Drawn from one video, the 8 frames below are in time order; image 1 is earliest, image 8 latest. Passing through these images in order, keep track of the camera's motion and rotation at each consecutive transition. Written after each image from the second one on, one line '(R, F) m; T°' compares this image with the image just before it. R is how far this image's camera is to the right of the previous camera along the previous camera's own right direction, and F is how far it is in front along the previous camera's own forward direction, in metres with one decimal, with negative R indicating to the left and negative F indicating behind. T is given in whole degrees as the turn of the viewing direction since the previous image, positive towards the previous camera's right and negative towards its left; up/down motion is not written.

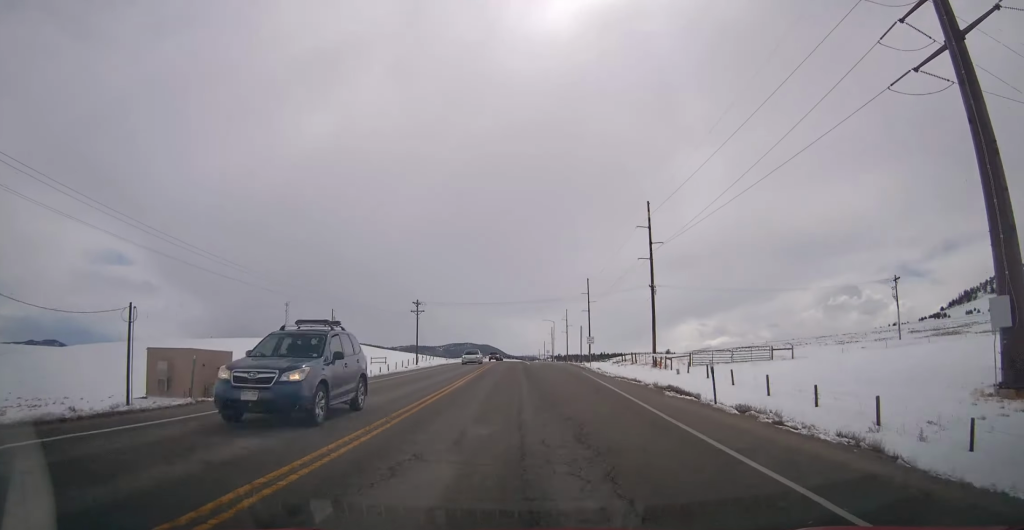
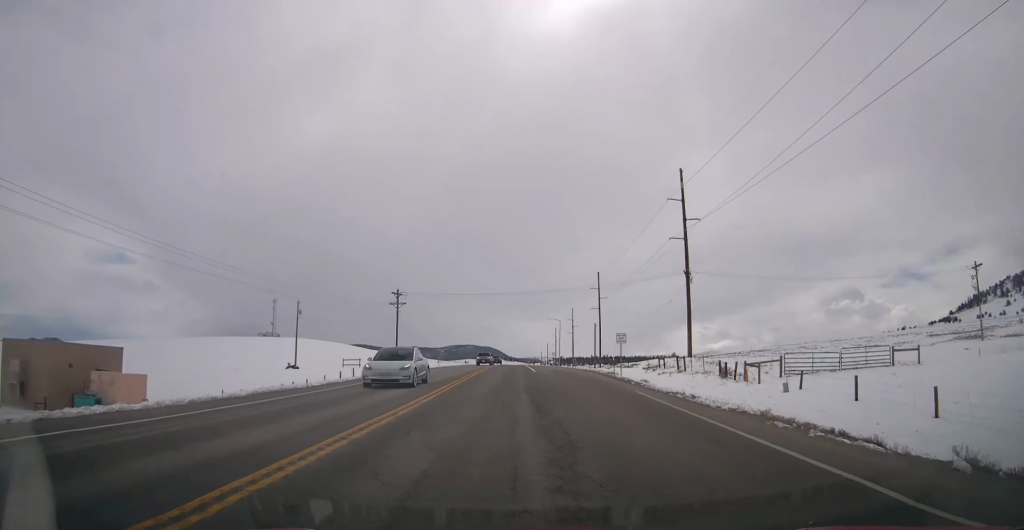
(+0.5, +17.6) m; -1°
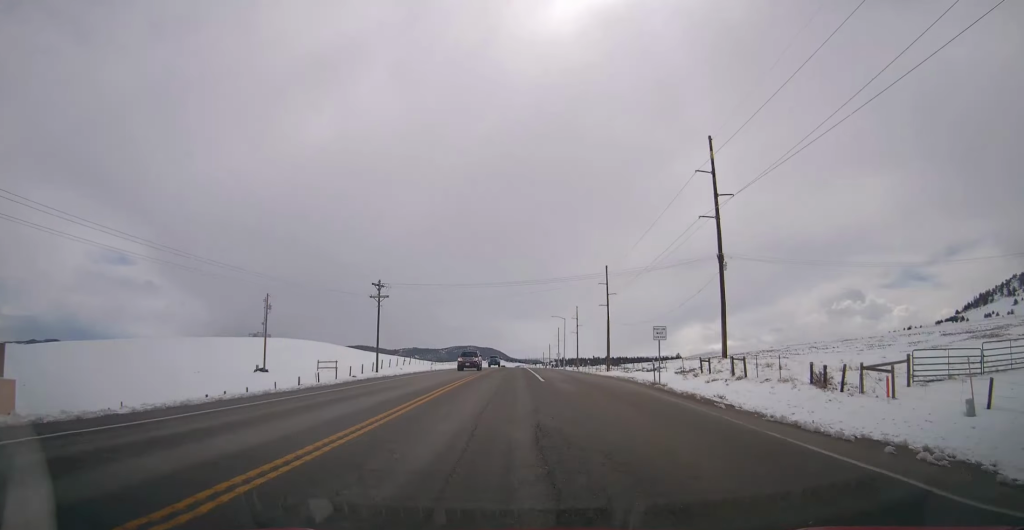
(-0.1, +12.5) m; 0°
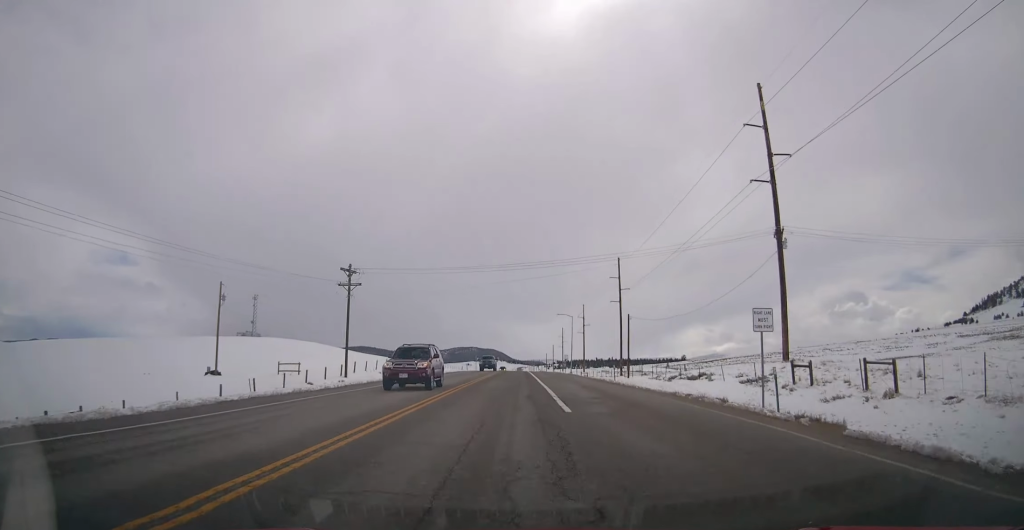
(-0.5, +13.6) m; 0°
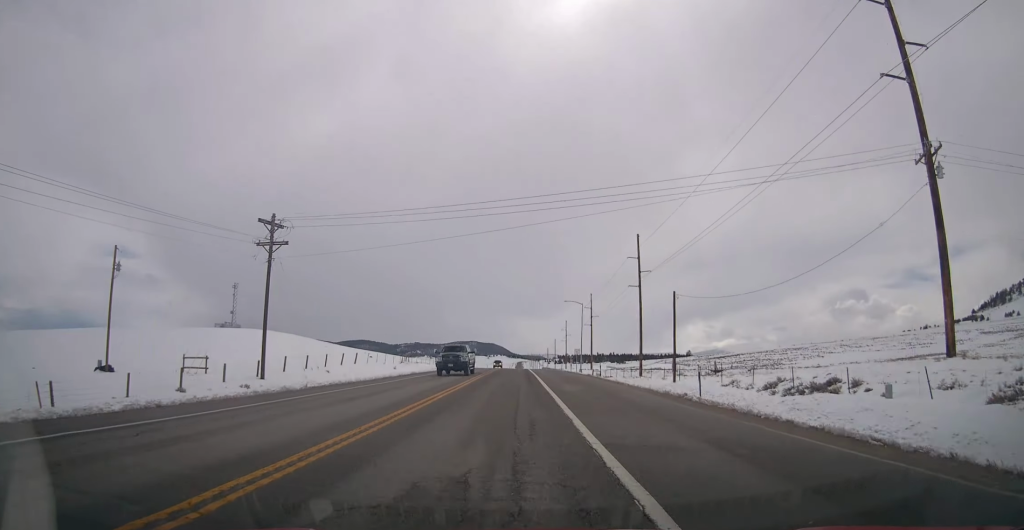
(0.0, +19.5) m; 0°
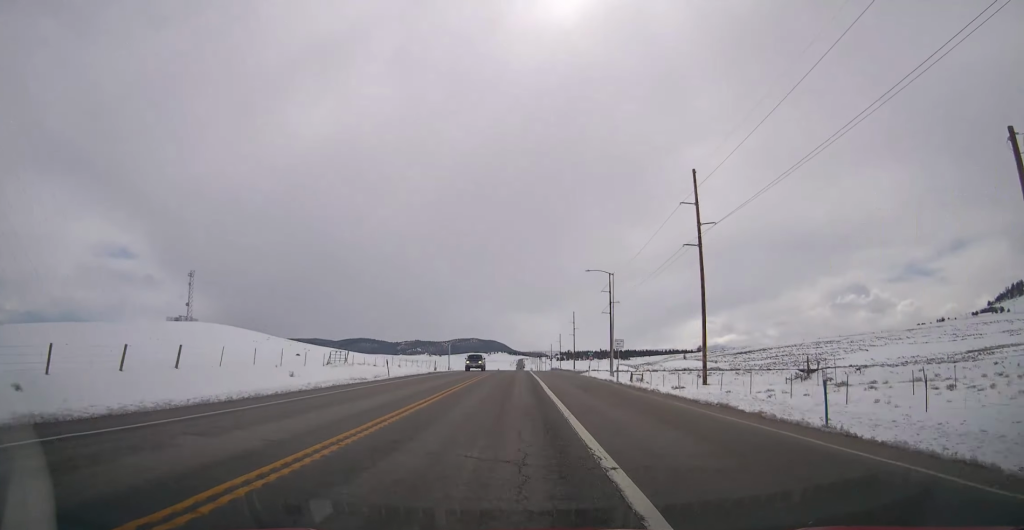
(+0.2, +34.5) m; 0°
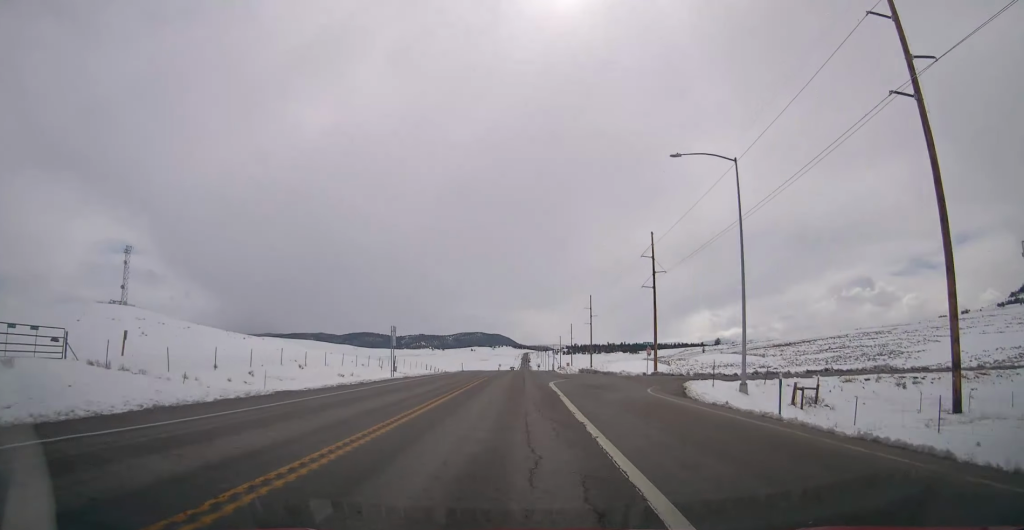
(+0.4, +40.9) m; 0°
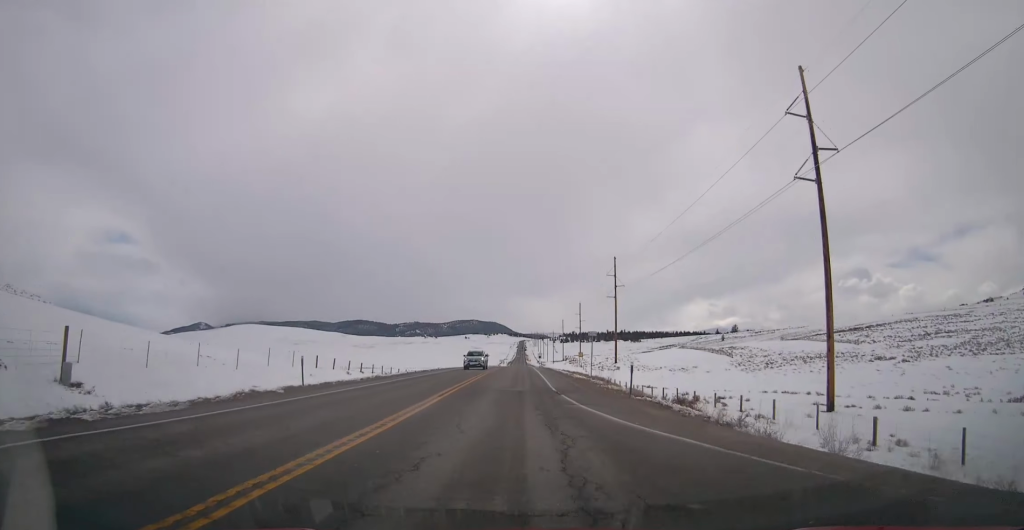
(-1.3, +54.8) m; -1°
